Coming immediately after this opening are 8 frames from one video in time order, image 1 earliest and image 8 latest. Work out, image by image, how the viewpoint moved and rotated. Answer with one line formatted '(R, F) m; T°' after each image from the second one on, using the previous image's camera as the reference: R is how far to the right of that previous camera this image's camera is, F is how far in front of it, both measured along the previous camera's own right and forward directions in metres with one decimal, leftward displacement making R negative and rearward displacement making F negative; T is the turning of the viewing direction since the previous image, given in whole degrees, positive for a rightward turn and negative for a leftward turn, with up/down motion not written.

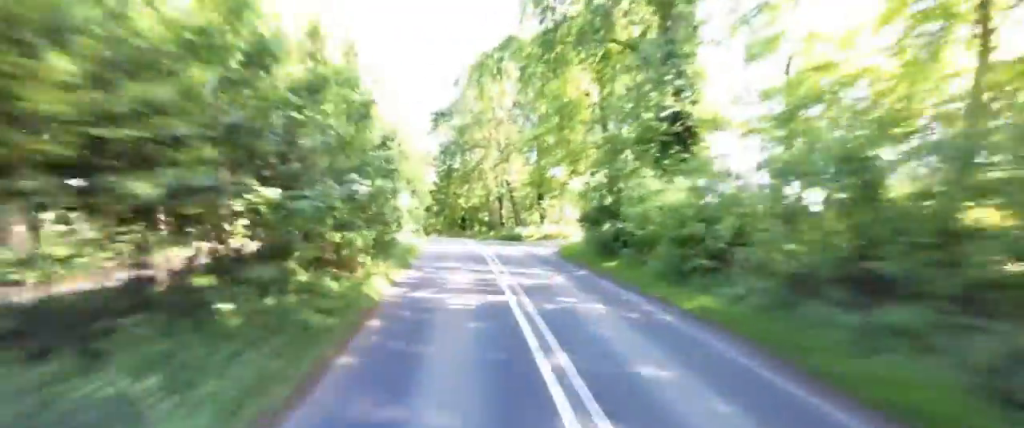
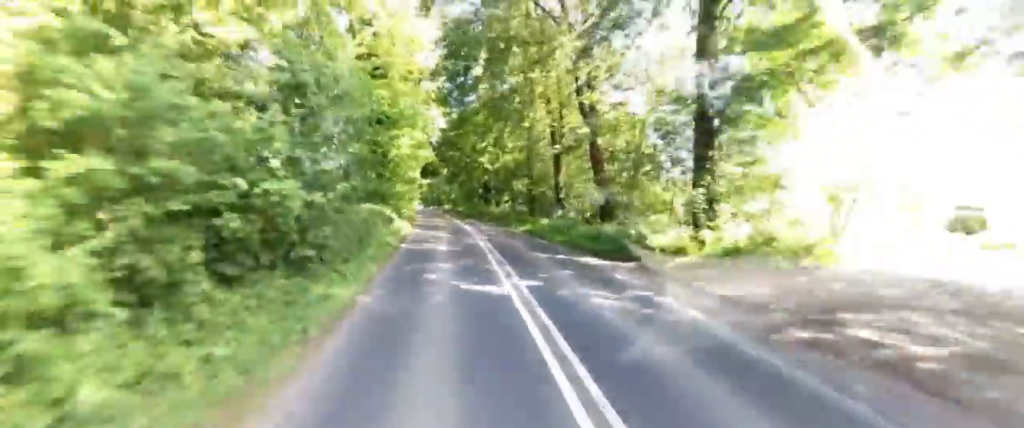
(-0.7, +30.2) m; -9°
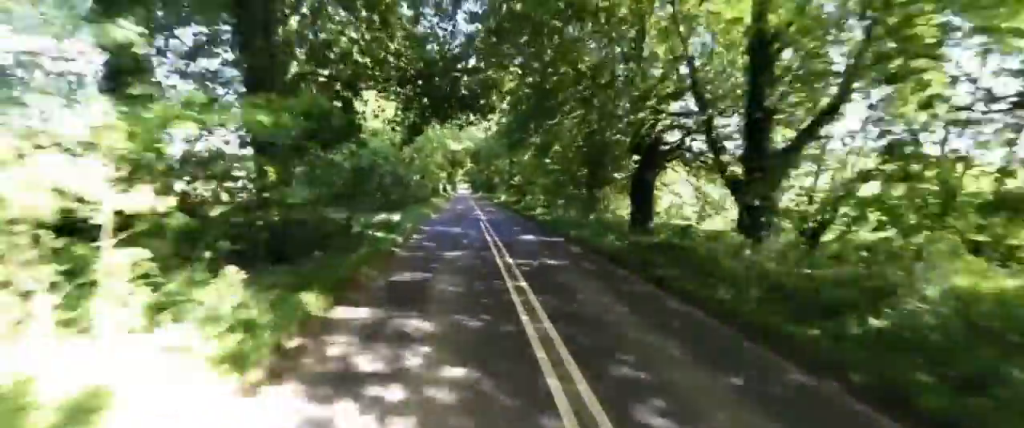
(+1.5, +50.4) m; +3°
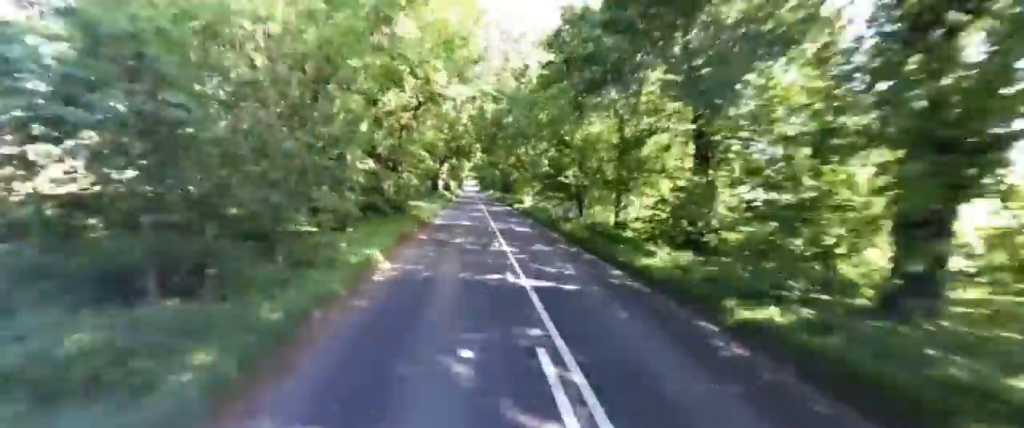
(-1.7, +24.2) m; -5°
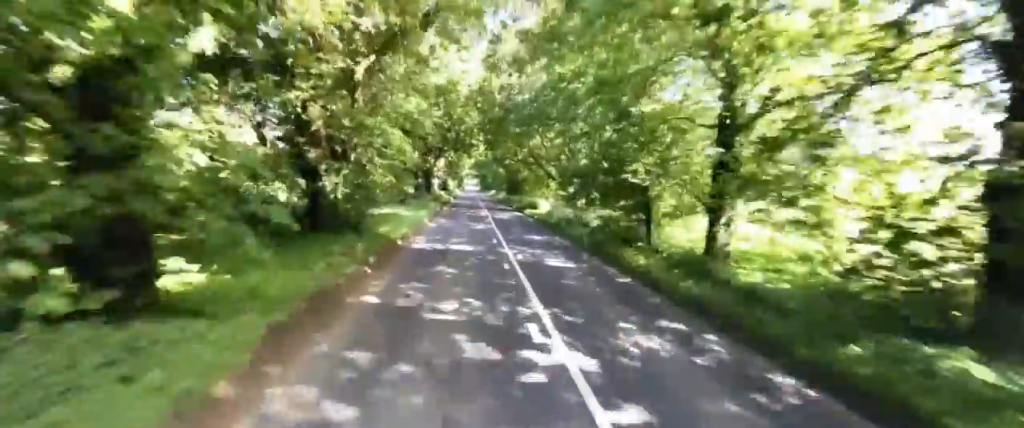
(-0.2, +11.5) m; -1°
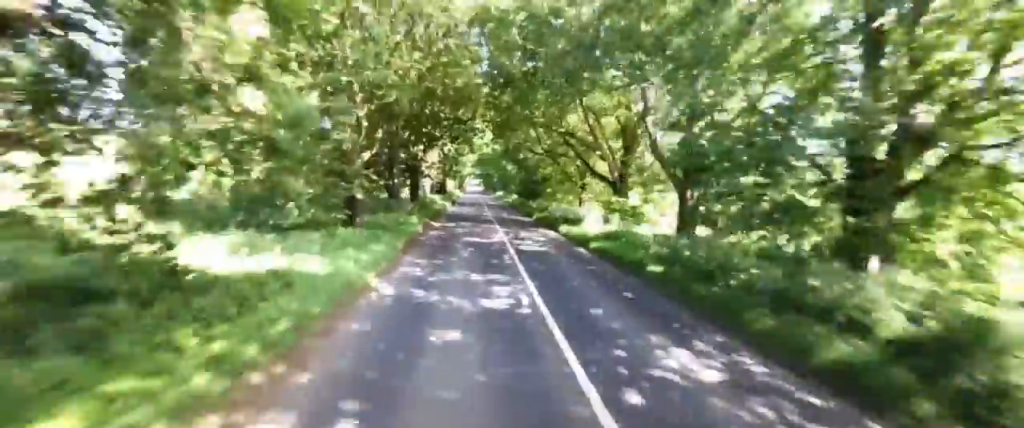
(0.0, +16.3) m; +2°
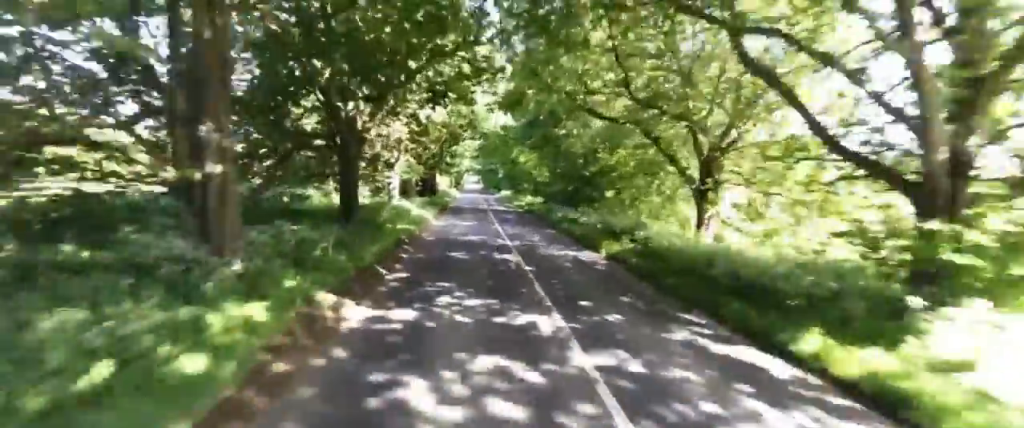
(+0.5, +20.8) m; +3°
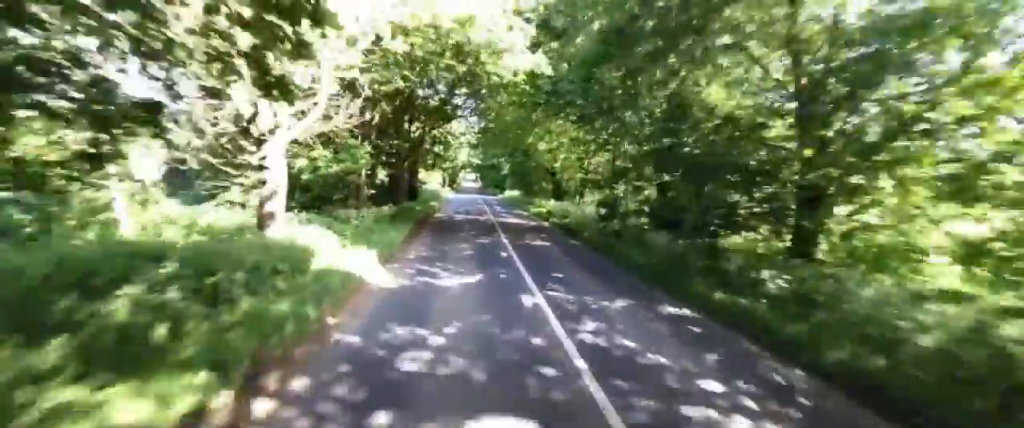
(+0.5, +16.8) m; +2°
